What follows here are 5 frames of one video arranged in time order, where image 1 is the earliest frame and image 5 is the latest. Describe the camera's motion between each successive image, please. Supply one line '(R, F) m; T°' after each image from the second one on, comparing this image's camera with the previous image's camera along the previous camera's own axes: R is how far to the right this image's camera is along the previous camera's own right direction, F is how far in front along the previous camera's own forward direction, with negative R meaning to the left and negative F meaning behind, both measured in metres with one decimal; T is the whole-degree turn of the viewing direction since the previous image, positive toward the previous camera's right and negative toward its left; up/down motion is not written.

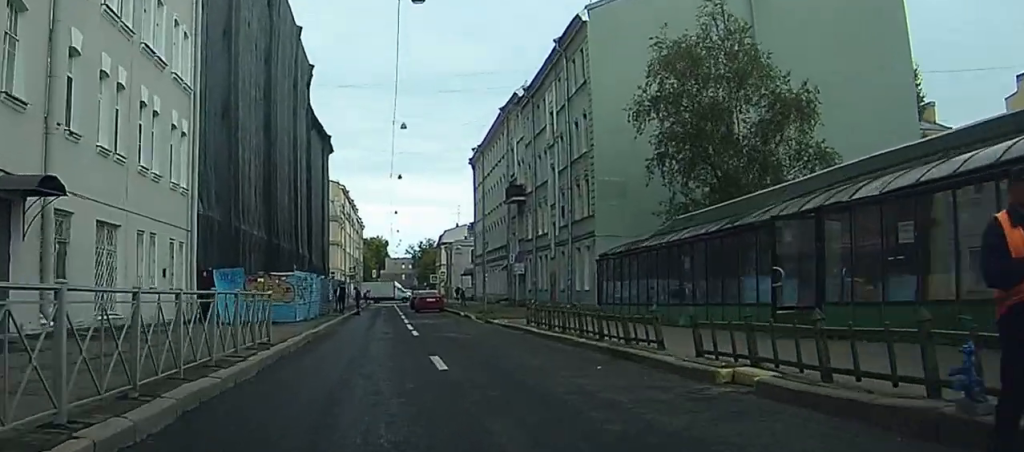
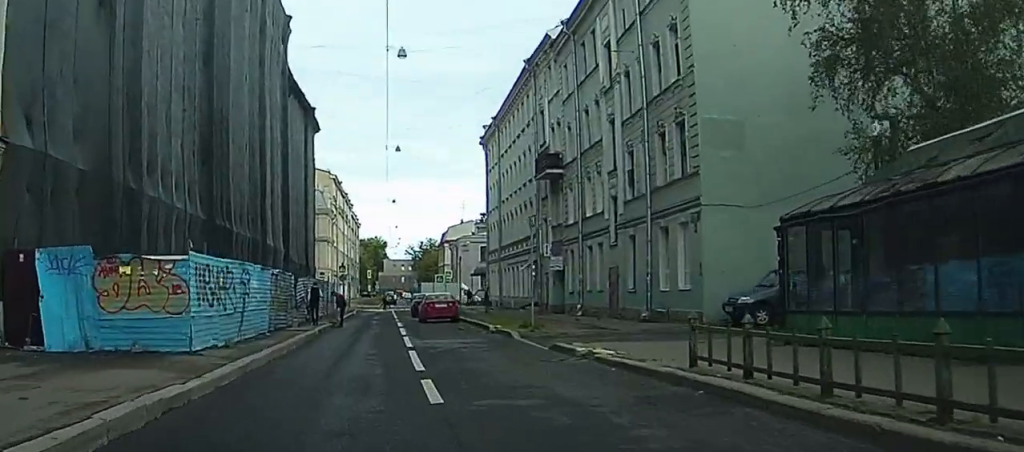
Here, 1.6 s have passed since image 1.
(-0.8, +15.8) m; +1°
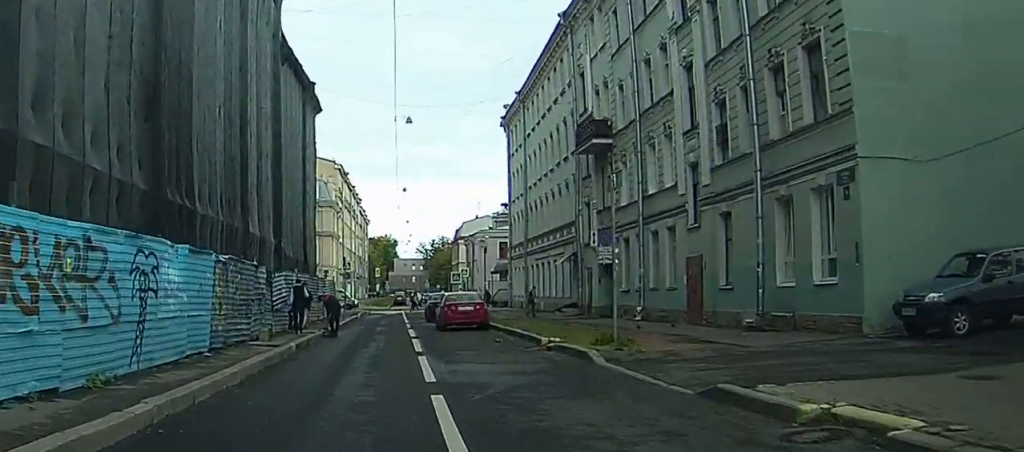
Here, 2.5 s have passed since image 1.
(+0.5, +9.7) m; 0°
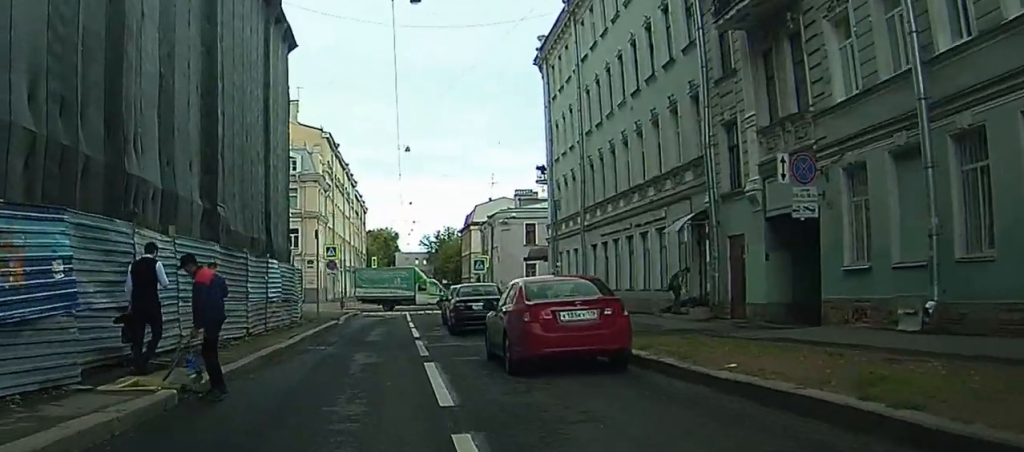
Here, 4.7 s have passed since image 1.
(-0.6, +20.5) m; -1°
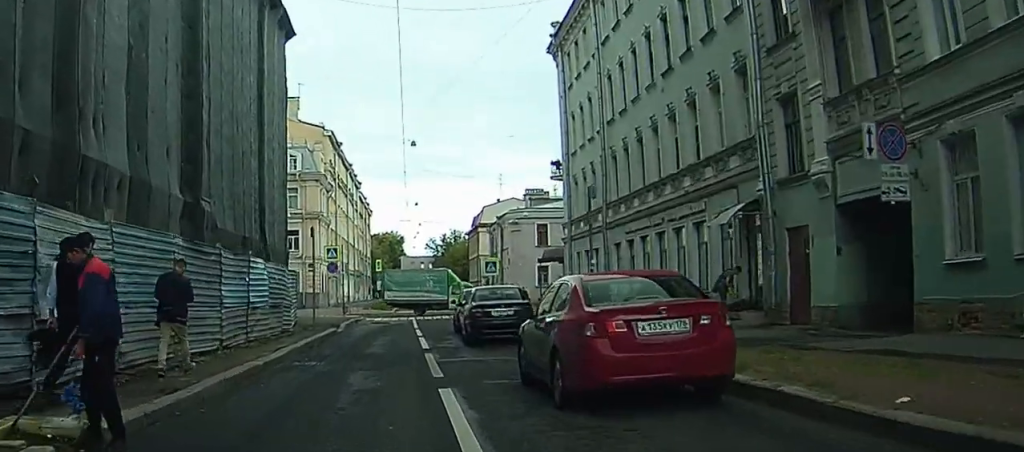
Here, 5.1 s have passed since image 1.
(+0.1, +4.0) m; 0°
